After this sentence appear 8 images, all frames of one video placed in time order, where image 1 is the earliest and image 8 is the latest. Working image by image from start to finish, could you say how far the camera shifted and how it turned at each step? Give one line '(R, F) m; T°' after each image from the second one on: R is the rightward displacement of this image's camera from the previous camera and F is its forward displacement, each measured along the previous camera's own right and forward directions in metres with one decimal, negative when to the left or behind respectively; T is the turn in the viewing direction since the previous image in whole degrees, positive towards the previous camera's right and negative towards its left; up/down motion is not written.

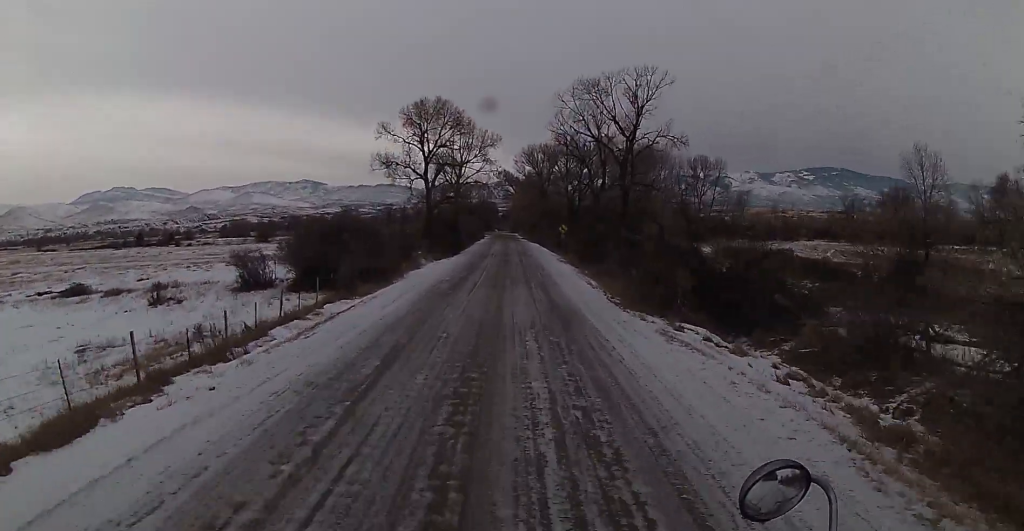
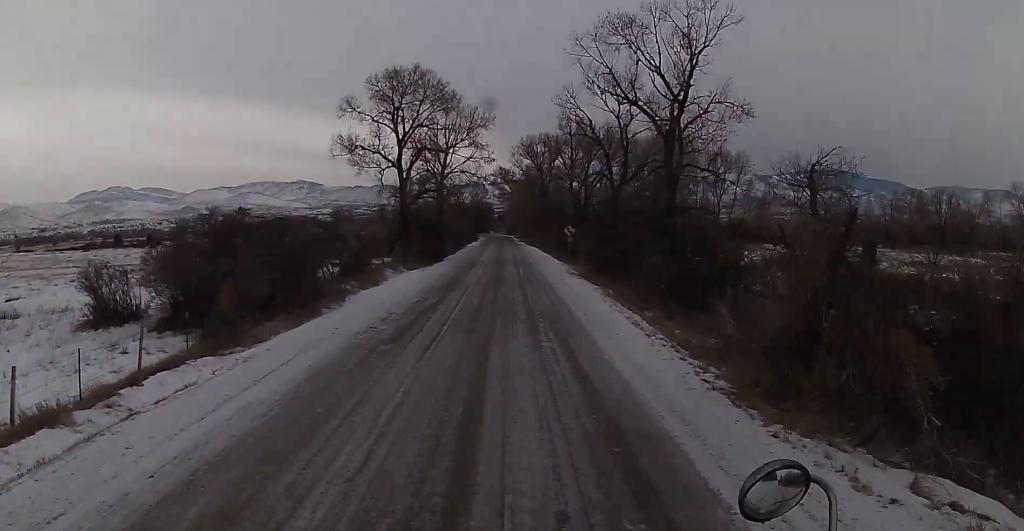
(-0.2, +13.1) m; 0°
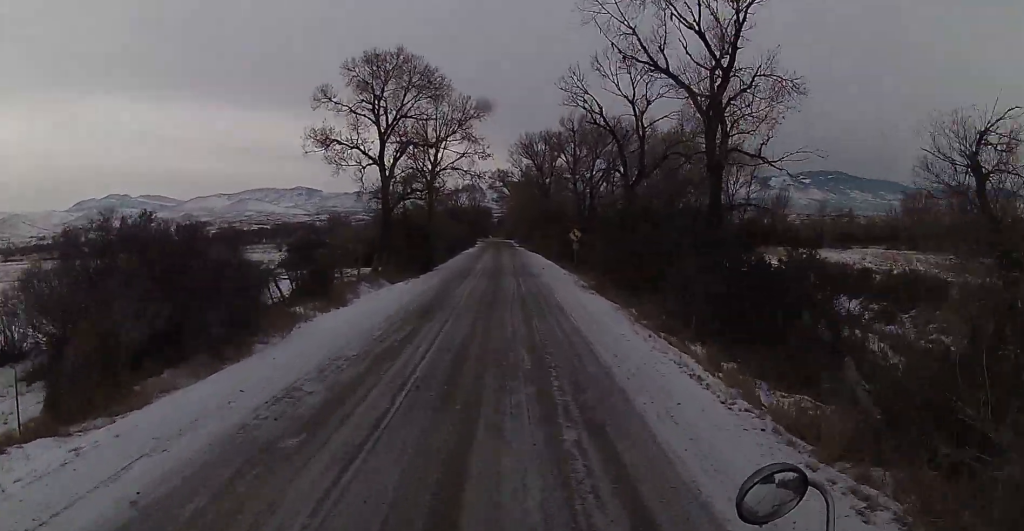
(+0.1, +6.5) m; 0°
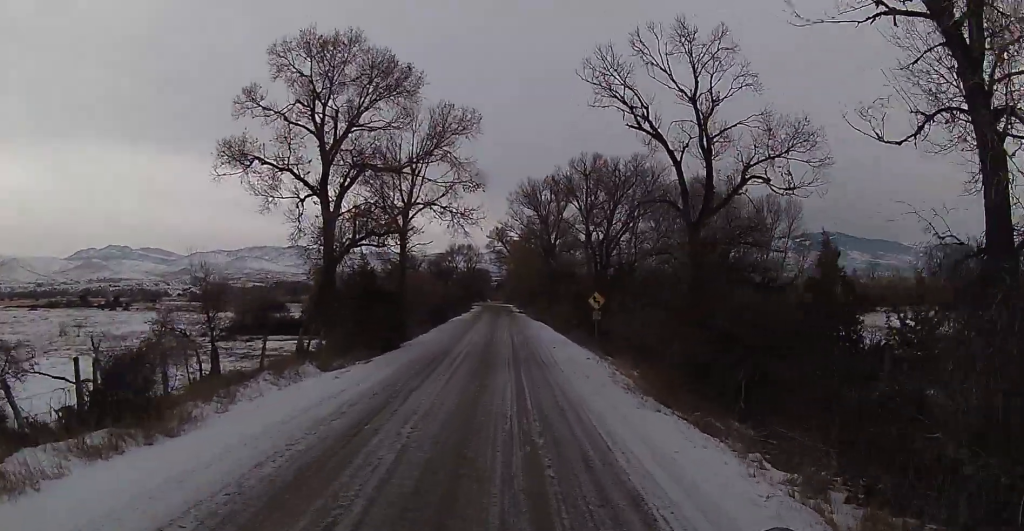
(0.0, +13.8) m; 0°
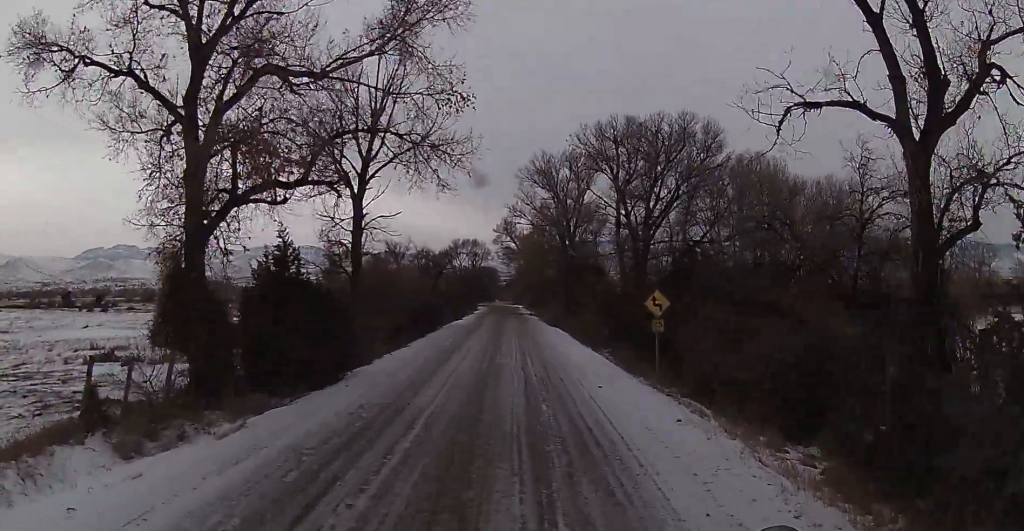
(+0.3, +14.1) m; 0°
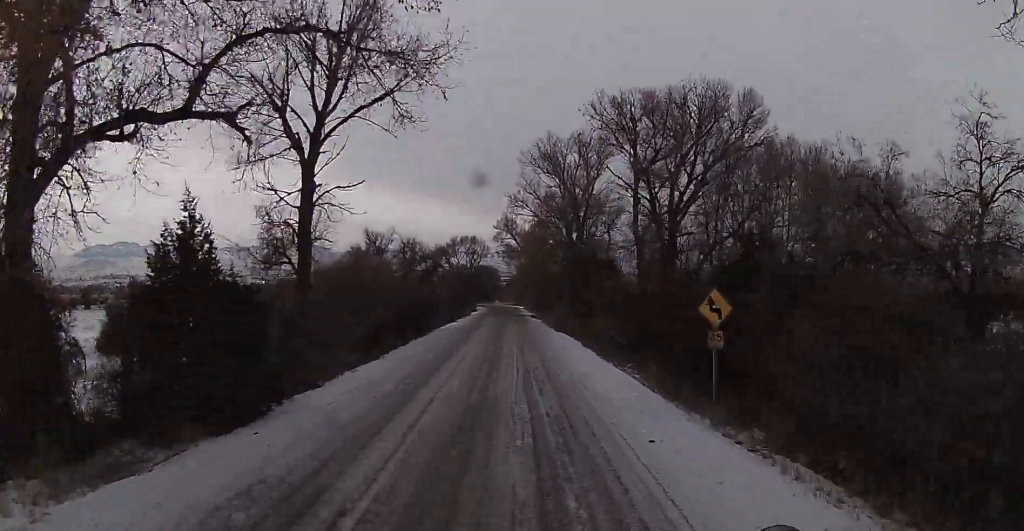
(-0.3, +6.9) m; 0°
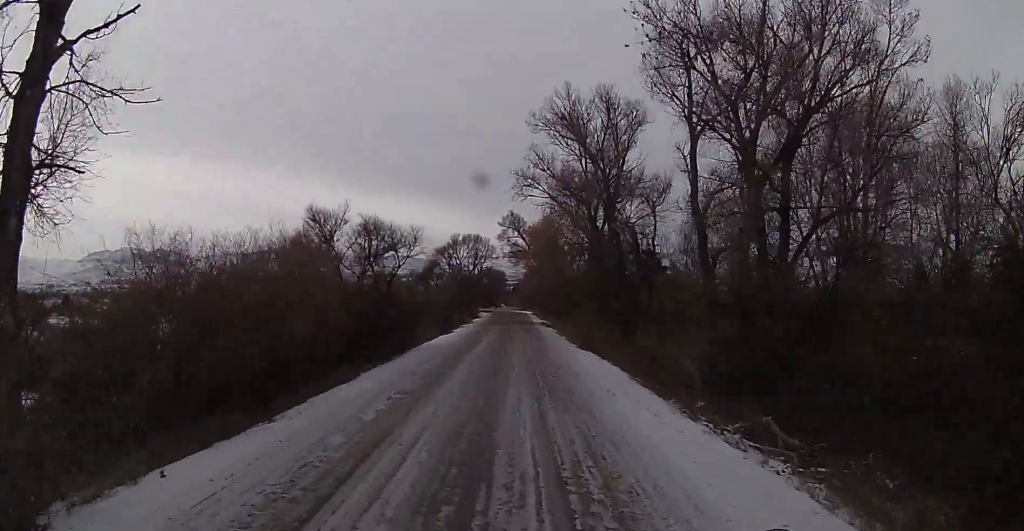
(+0.2, +12.8) m; +4°
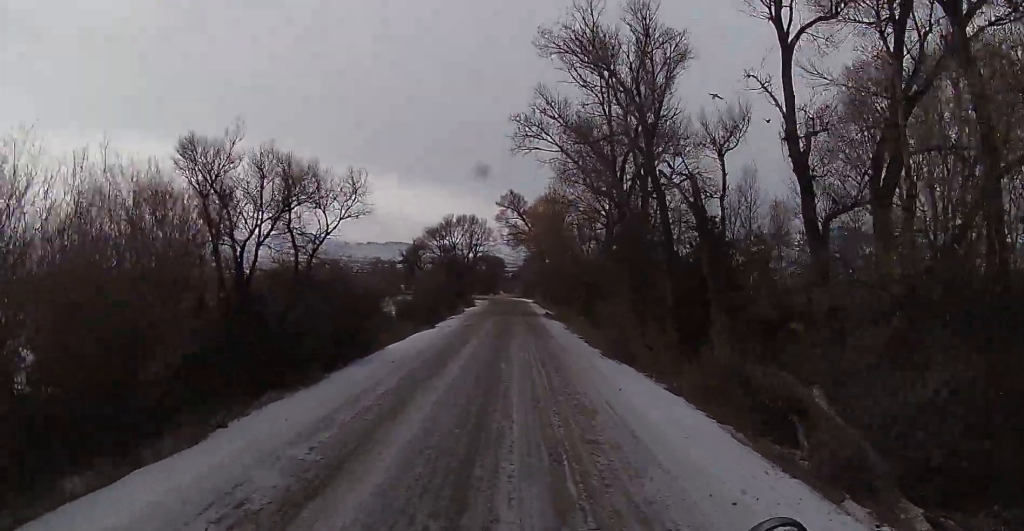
(+0.6, +11.5) m; -4°
